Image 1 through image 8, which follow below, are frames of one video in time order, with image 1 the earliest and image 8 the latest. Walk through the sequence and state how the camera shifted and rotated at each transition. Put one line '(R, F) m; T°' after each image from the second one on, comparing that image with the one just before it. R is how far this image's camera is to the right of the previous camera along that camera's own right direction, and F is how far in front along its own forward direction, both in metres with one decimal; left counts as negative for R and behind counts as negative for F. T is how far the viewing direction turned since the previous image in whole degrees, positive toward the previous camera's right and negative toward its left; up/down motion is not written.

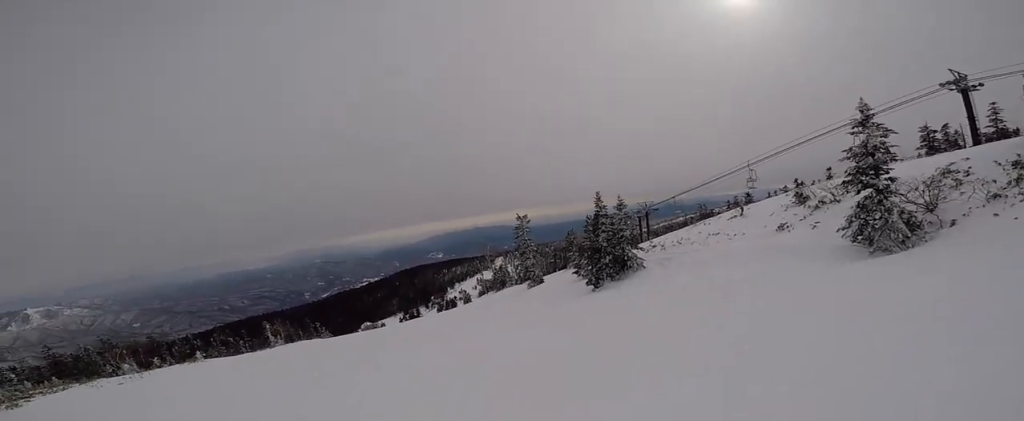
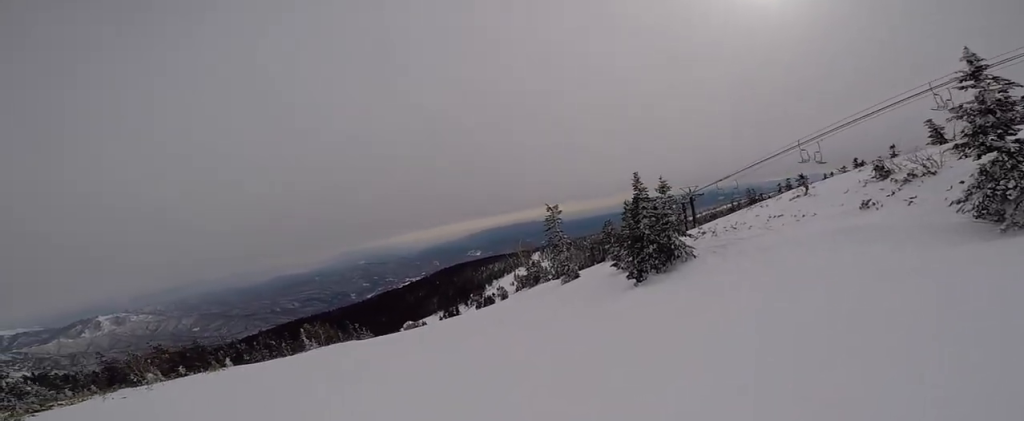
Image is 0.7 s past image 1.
(-0.4, +3.7) m; -13°
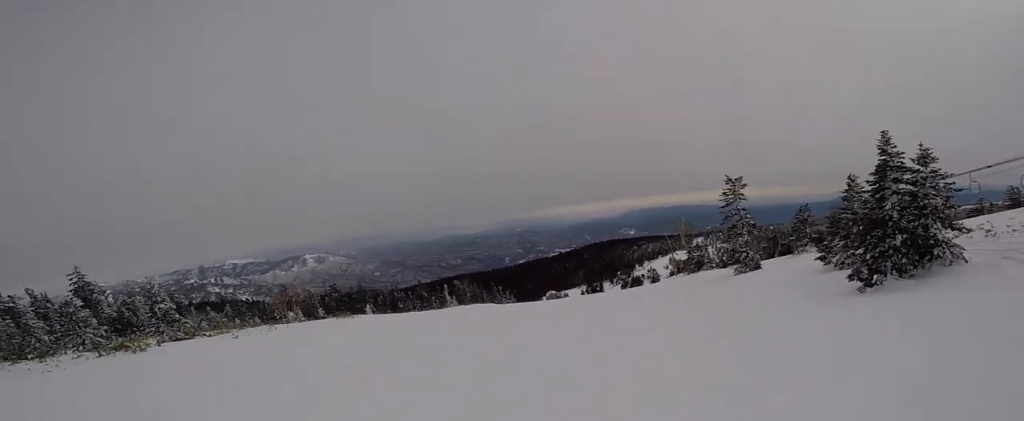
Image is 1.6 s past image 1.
(-1.0, +5.1) m; -27°
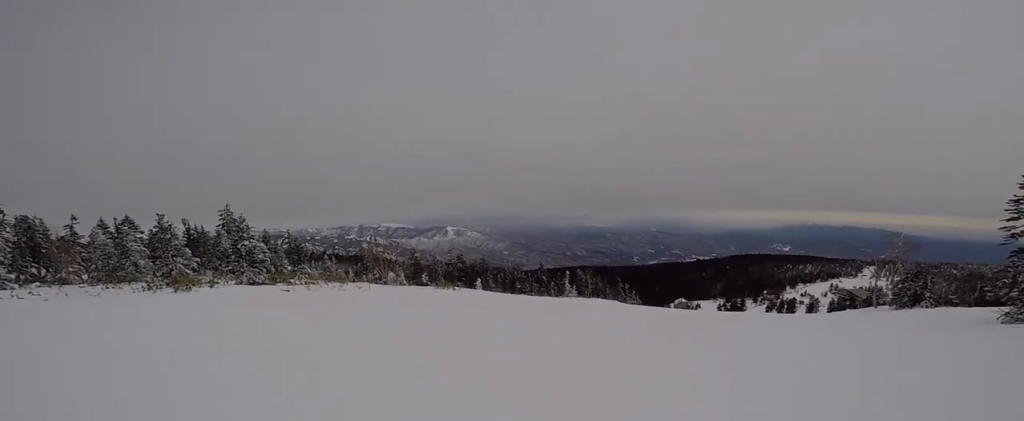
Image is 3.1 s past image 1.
(-3.1, +7.4) m; -21°
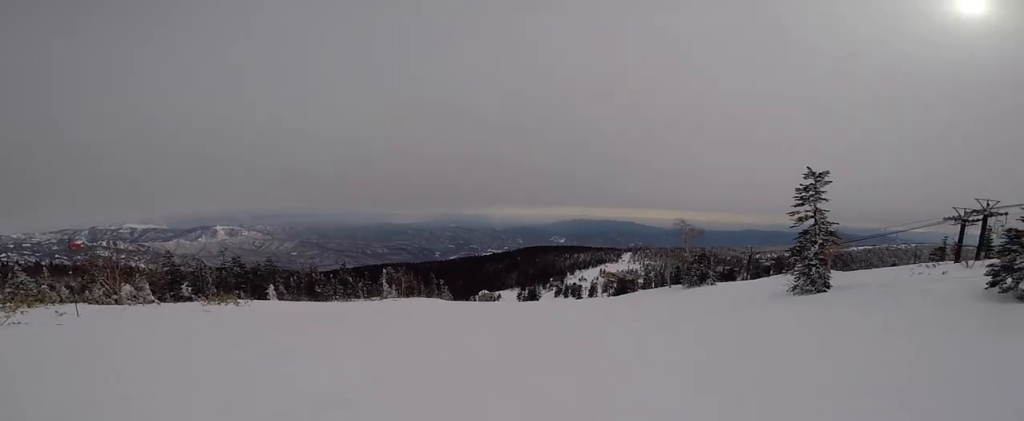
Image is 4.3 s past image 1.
(+1.7, +6.5) m; +24°
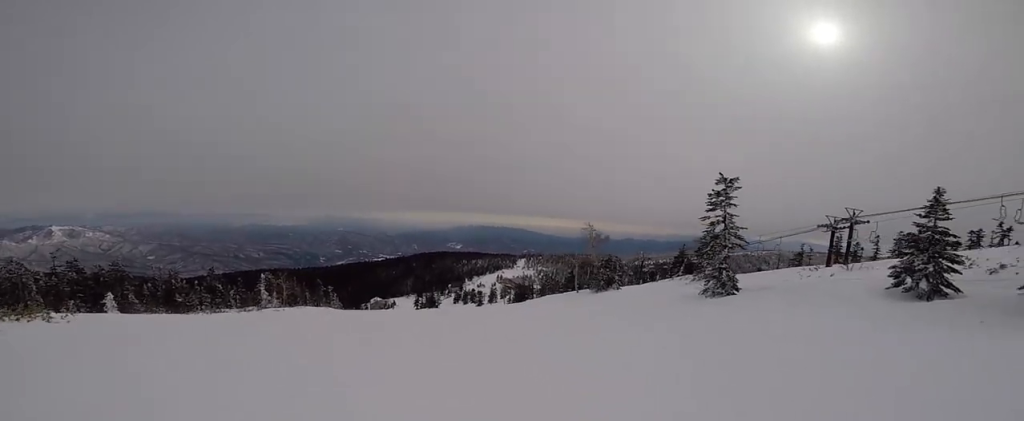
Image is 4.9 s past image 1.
(+0.2, +3.5) m; +18°
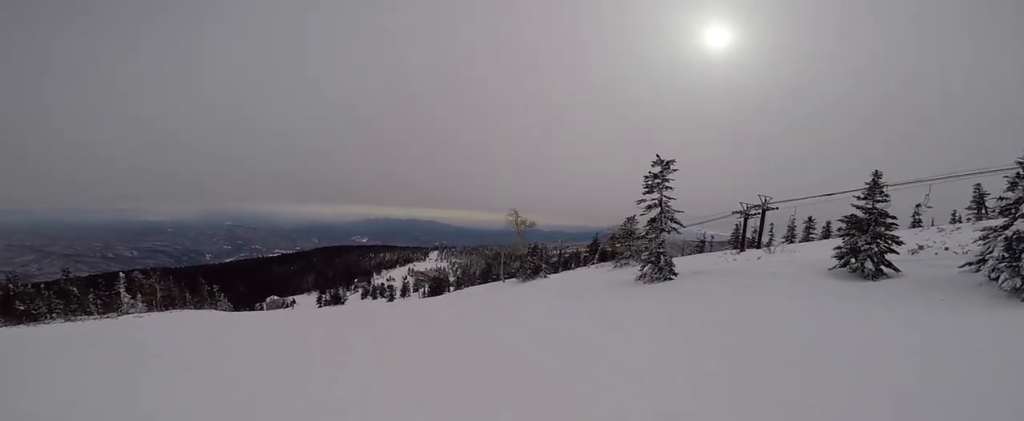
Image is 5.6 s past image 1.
(+1.0, +3.9) m; +19°
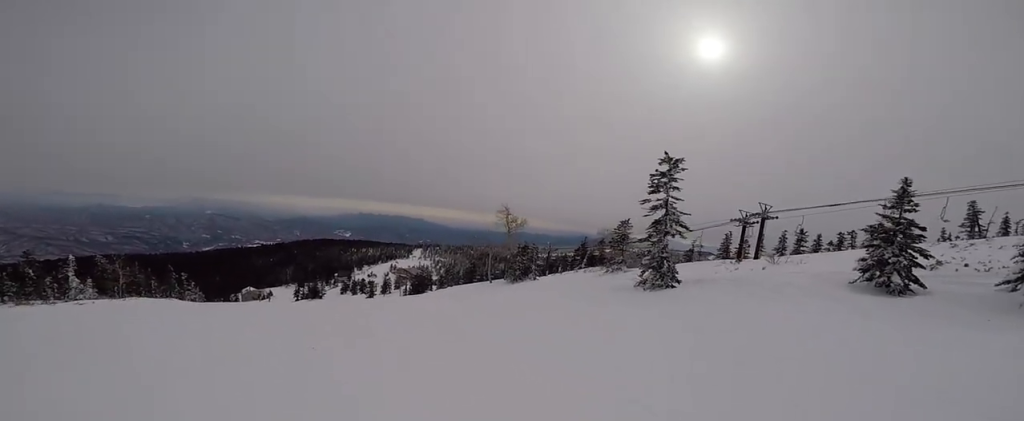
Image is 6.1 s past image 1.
(+0.3, +2.9) m; +12°
